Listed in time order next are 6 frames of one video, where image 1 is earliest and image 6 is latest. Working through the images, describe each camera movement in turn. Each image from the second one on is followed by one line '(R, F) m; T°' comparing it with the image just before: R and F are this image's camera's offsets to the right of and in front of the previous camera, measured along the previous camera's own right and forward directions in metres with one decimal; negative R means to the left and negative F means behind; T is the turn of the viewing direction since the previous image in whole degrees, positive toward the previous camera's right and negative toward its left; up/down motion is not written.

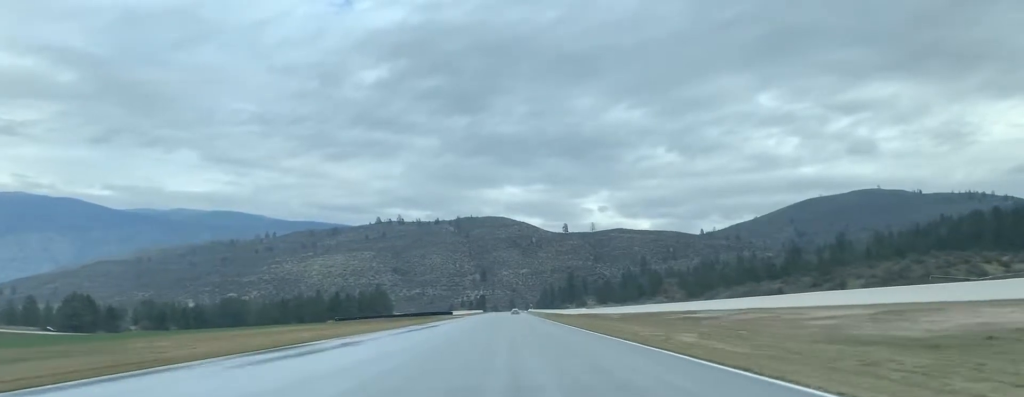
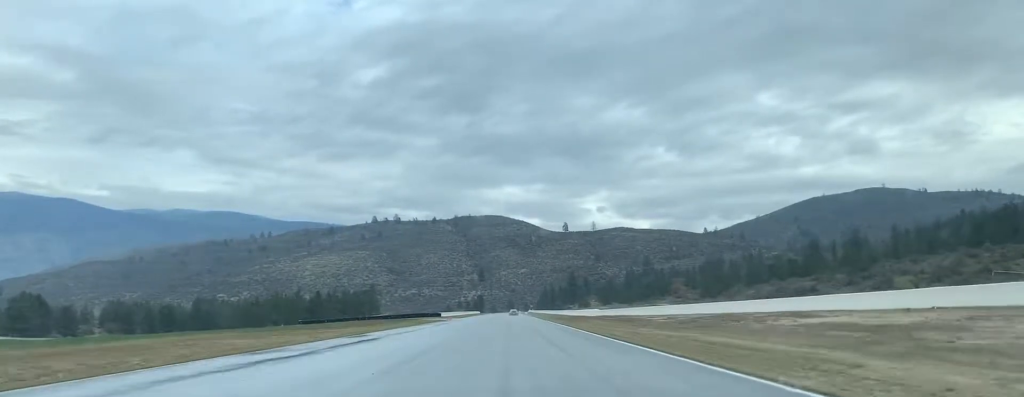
(0.0, +29.1) m; 0°
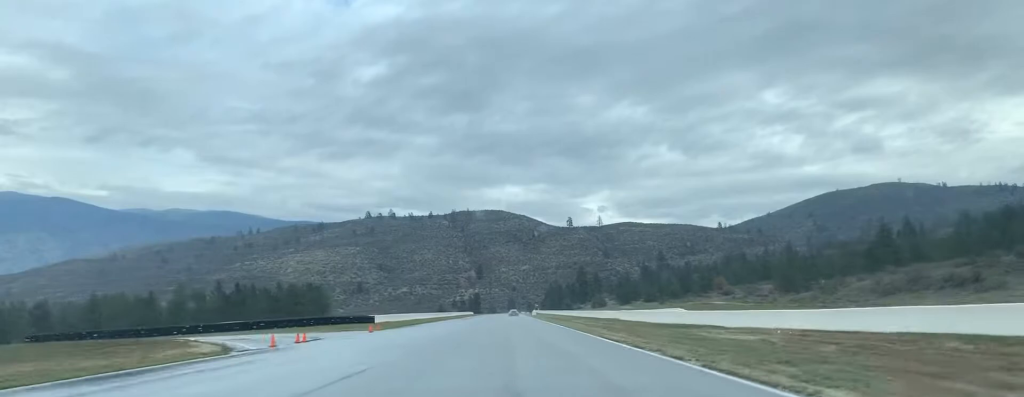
(-0.2, +81.9) m; 0°
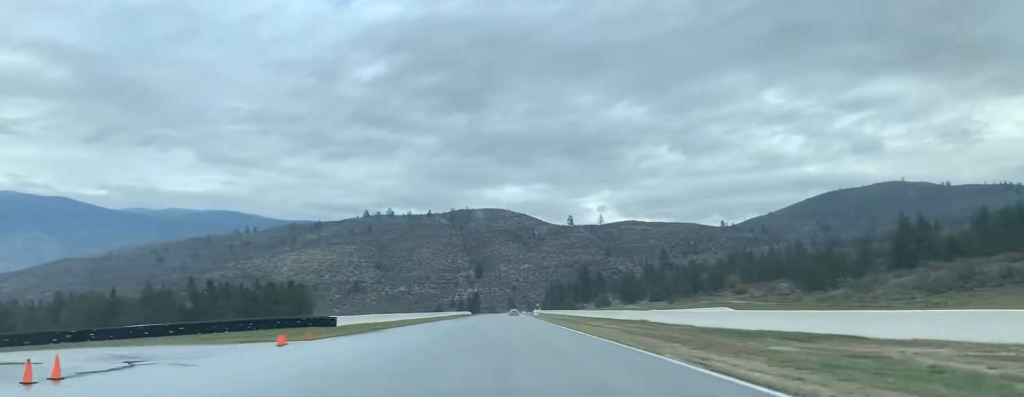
(+0.1, +18.3) m; 0°
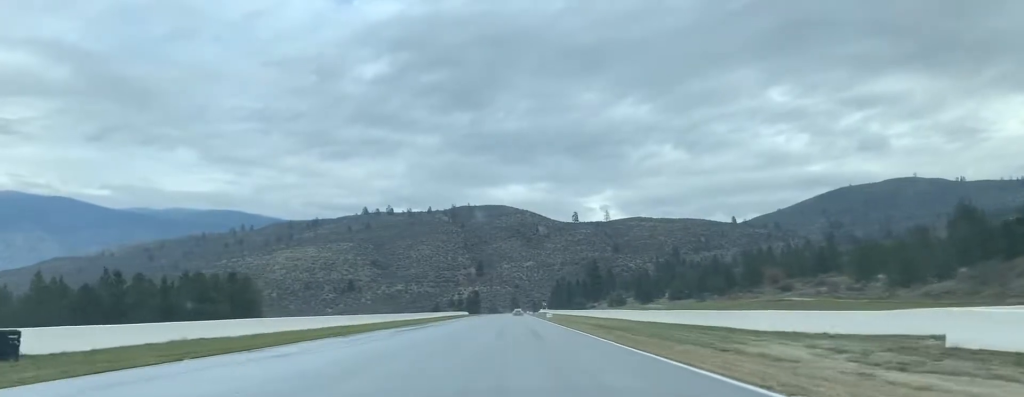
(-0.4, +44.1) m; 0°
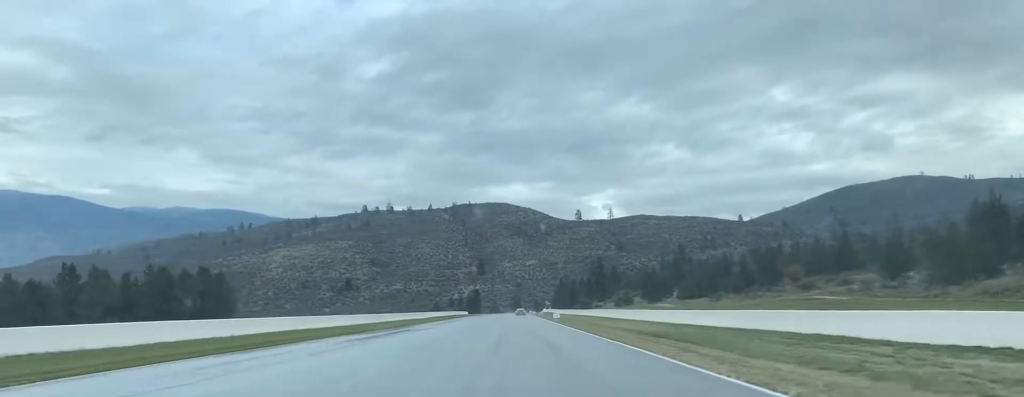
(-0.1, +14.9) m; 0°
